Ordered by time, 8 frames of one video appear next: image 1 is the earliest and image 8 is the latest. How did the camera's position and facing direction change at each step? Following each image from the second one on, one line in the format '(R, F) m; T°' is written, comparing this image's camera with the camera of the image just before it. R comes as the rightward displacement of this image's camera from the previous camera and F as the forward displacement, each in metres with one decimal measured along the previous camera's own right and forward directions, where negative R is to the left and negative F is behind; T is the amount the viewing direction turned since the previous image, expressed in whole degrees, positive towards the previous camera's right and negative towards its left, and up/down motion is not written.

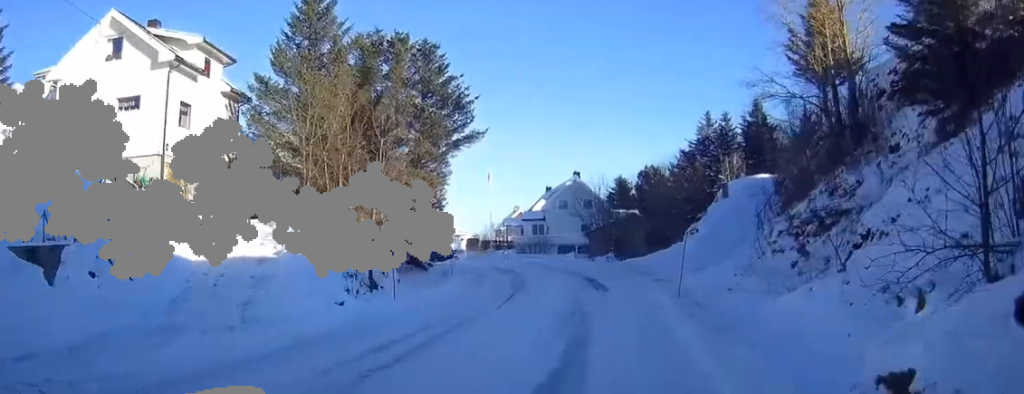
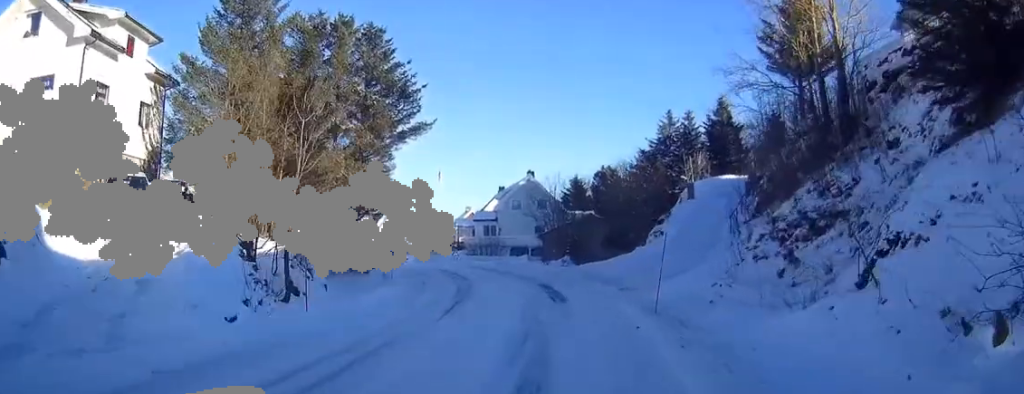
(+0.2, +3.5) m; +1°
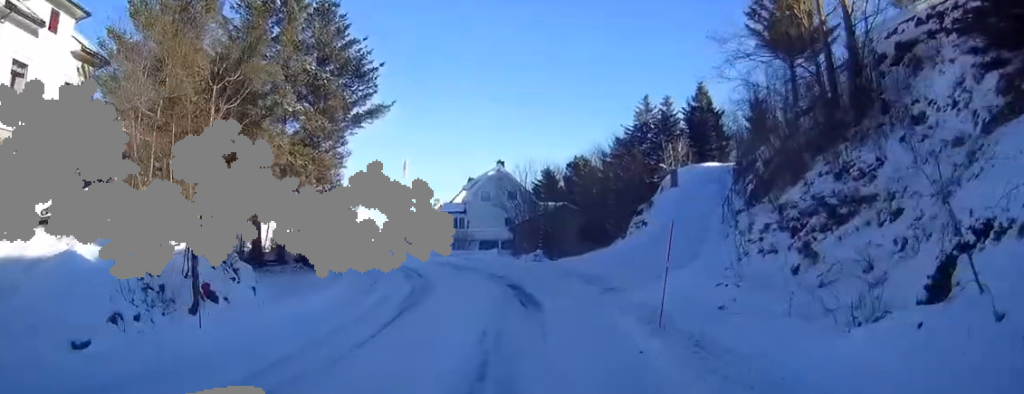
(+0.2, +3.6) m; +1°
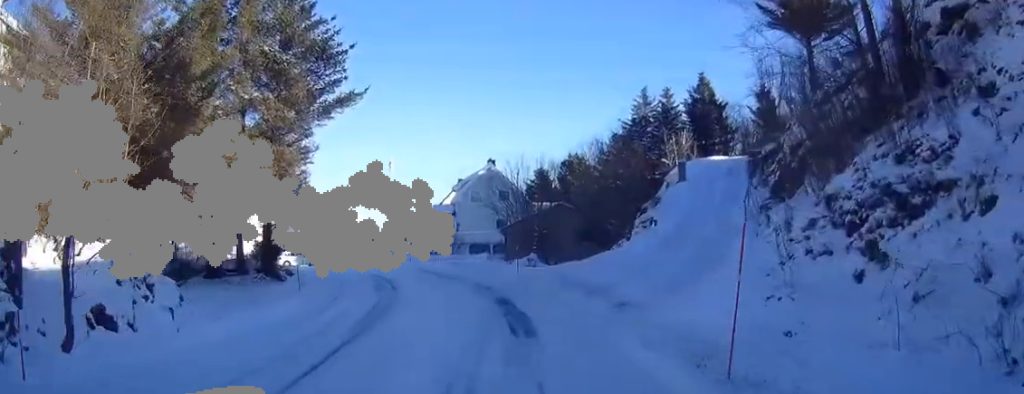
(-0.1, +4.5) m; 0°
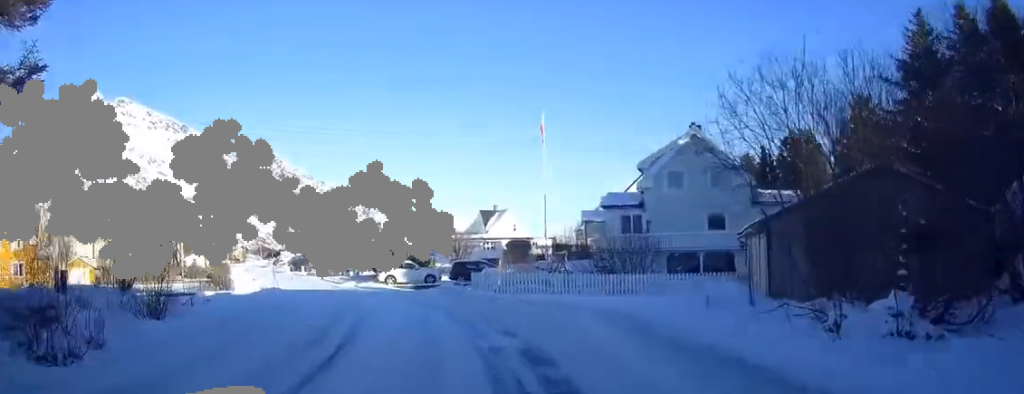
(-0.7, +27.2) m; -10°
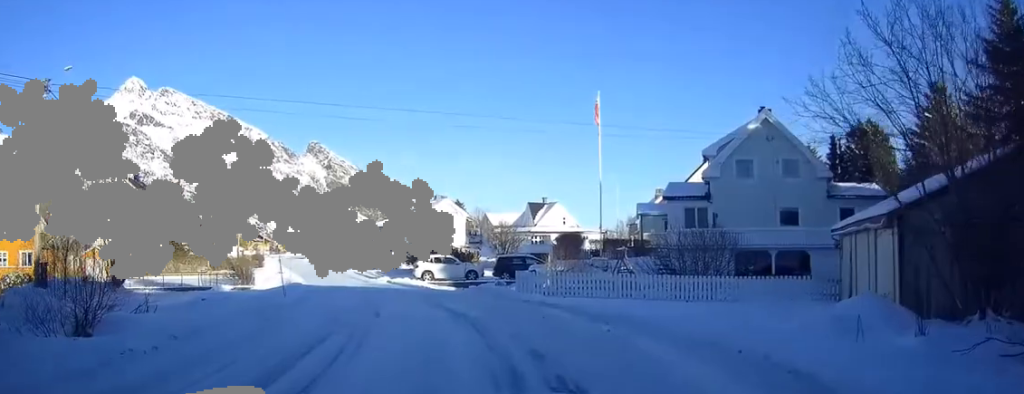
(-0.3, +5.1) m; -6°
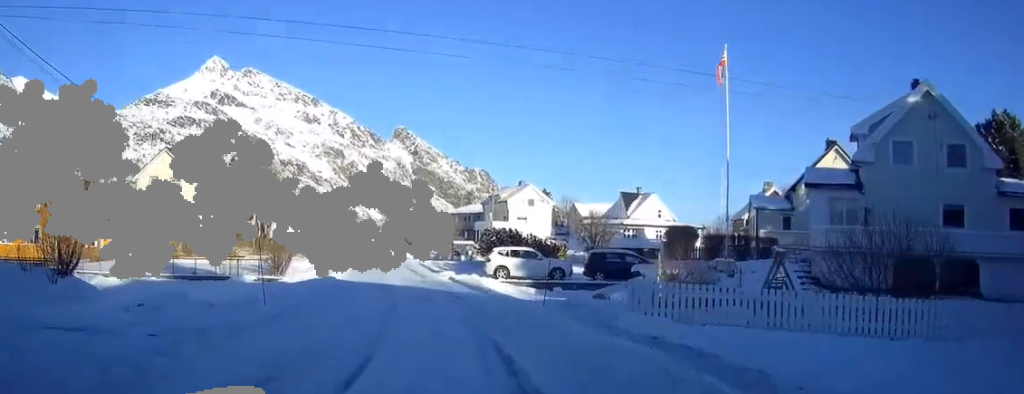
(-0.5, +9.8) m; -4°
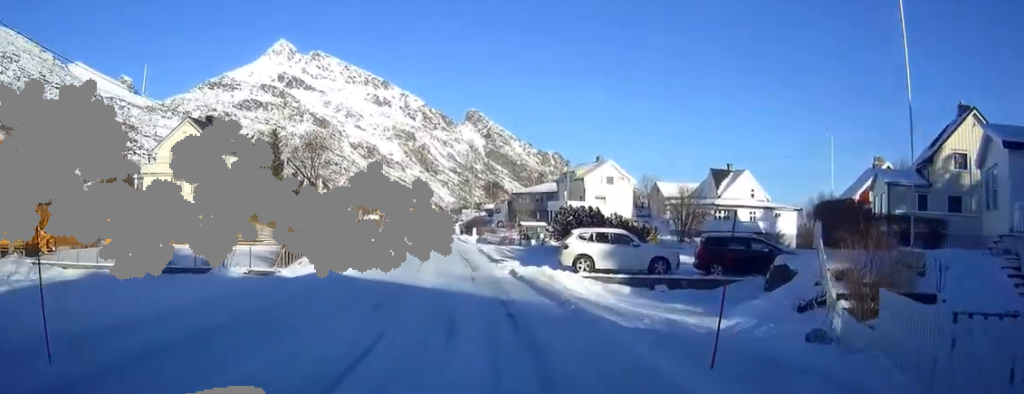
(-0.3, +10.8) m; -4°
